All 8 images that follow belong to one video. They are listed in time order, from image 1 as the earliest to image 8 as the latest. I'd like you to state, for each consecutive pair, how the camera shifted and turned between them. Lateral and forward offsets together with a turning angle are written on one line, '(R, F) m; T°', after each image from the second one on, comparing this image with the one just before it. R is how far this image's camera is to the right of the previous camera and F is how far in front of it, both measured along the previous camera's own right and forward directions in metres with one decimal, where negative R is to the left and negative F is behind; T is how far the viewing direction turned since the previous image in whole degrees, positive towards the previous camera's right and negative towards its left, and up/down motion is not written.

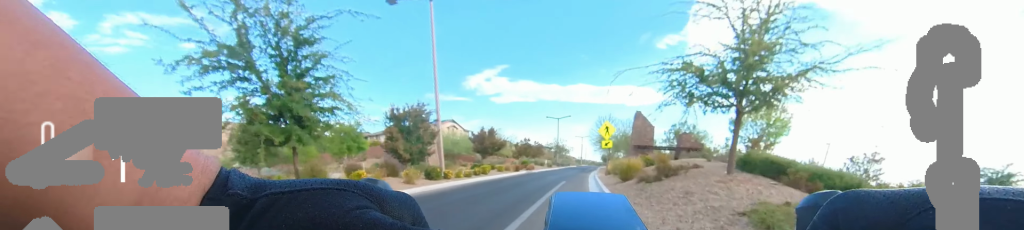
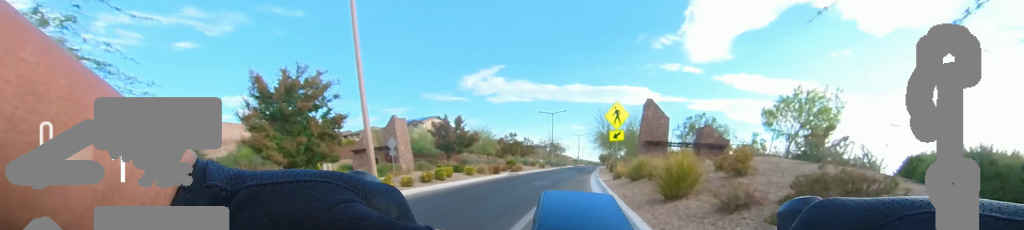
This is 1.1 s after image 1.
(+0.2, +5.6) m; -2°
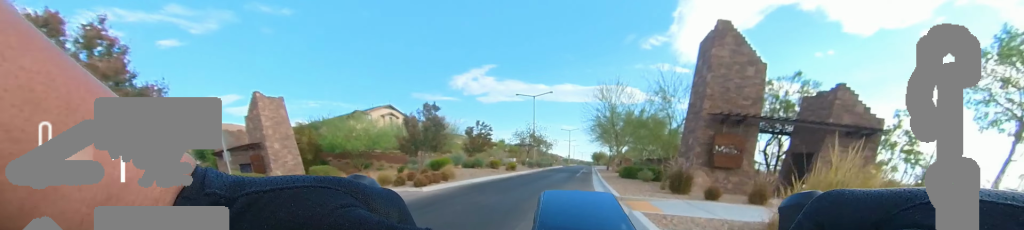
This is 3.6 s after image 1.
(+1.7, +13.6) m; +4°
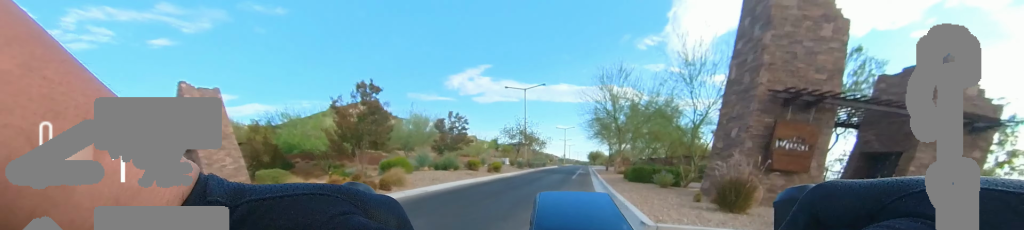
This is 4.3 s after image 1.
(-0.6, +3.9) m; -3°
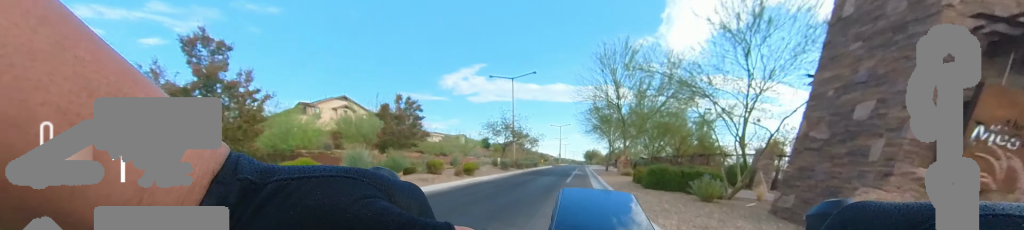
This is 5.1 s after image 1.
(-0.1, +4.3) m; +3°
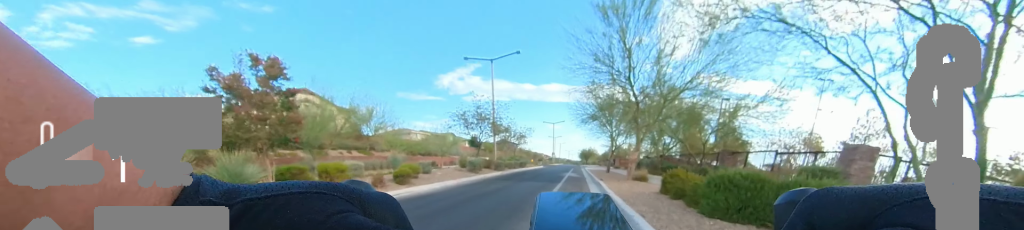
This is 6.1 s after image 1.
(+0.6, +5.5) m; +8°
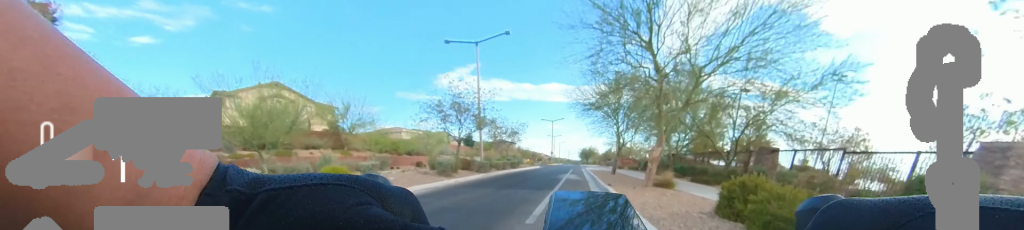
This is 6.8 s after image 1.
(+0.1, +3.7) m; +1°
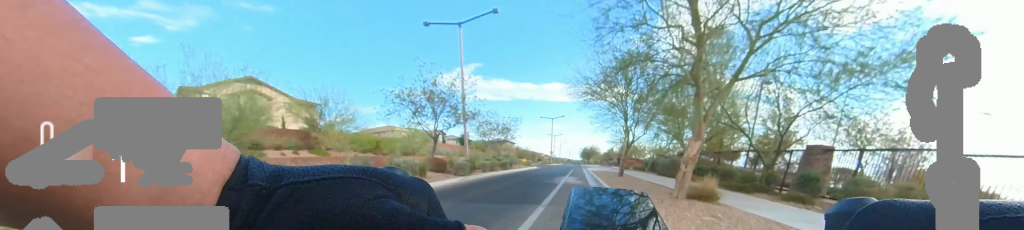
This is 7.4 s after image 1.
(0.0, +3.2) m; 0°
